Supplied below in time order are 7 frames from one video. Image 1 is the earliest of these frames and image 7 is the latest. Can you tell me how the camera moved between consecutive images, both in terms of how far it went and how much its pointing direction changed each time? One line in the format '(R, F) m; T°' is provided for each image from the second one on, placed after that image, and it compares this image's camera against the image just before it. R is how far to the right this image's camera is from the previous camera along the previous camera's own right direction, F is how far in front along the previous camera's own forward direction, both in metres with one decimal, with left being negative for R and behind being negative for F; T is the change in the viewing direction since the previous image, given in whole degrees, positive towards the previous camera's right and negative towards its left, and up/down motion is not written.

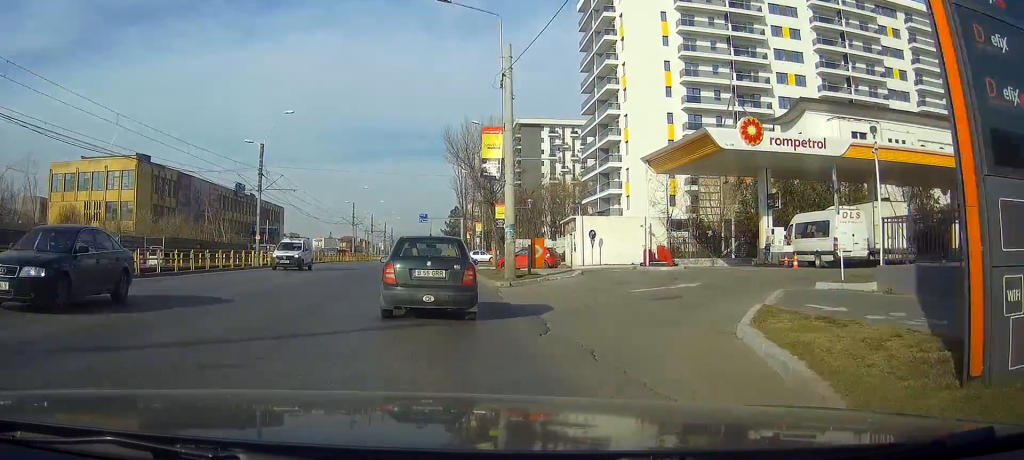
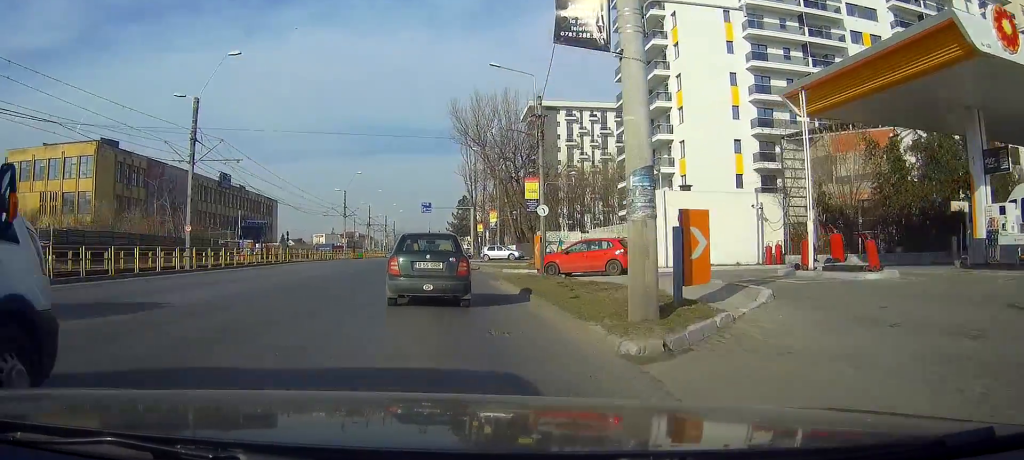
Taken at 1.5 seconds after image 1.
(+0.1, +16.0) m; -1°
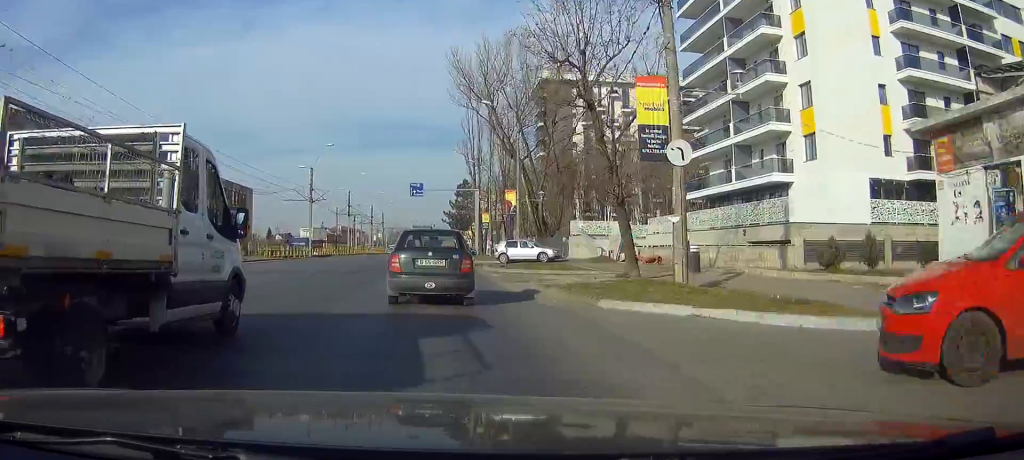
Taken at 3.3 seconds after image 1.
(0.0, +22.2) m; +1°
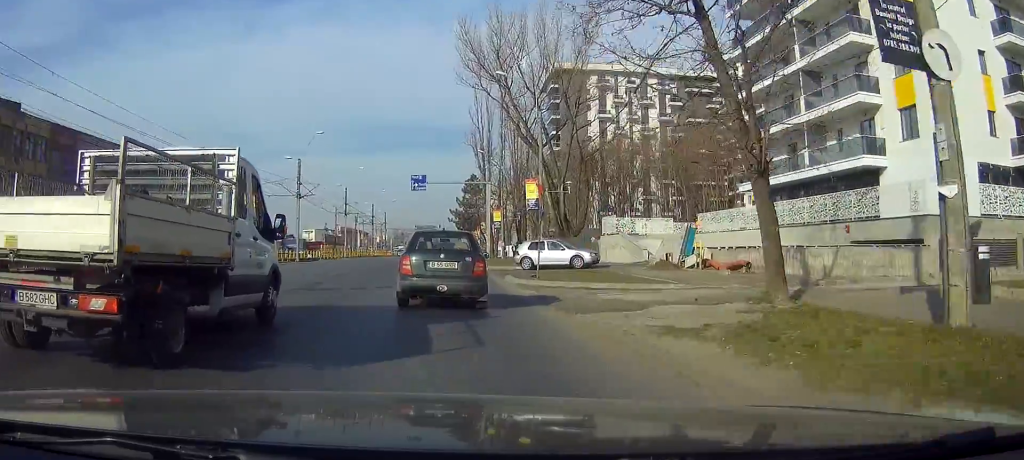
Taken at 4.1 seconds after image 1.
(+0.1, +9.4) m; +1°
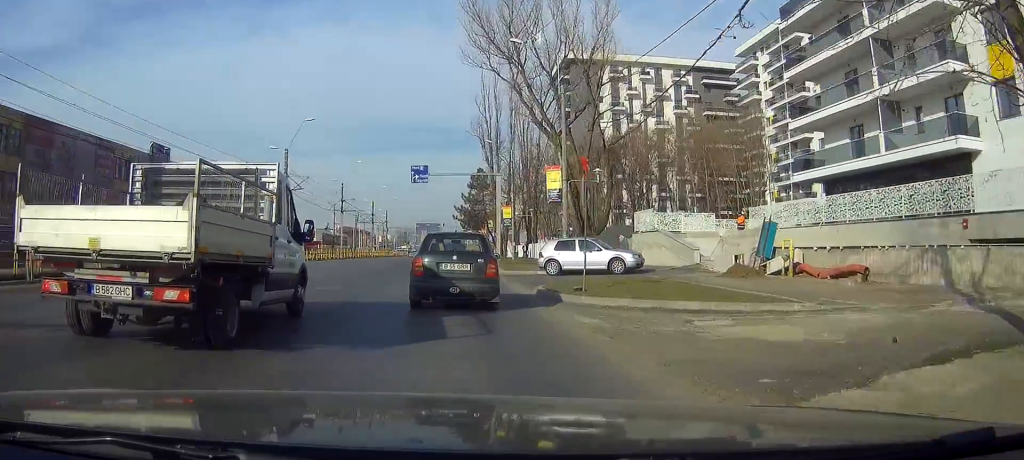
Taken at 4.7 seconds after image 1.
(0.0, +7.3) m; 0°
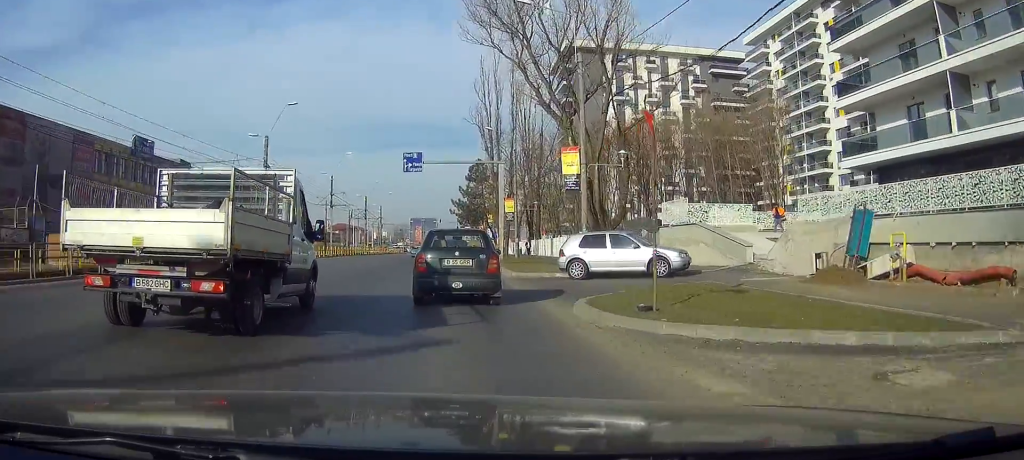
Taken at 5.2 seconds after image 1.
(+0.1, +5.9) m; +1°
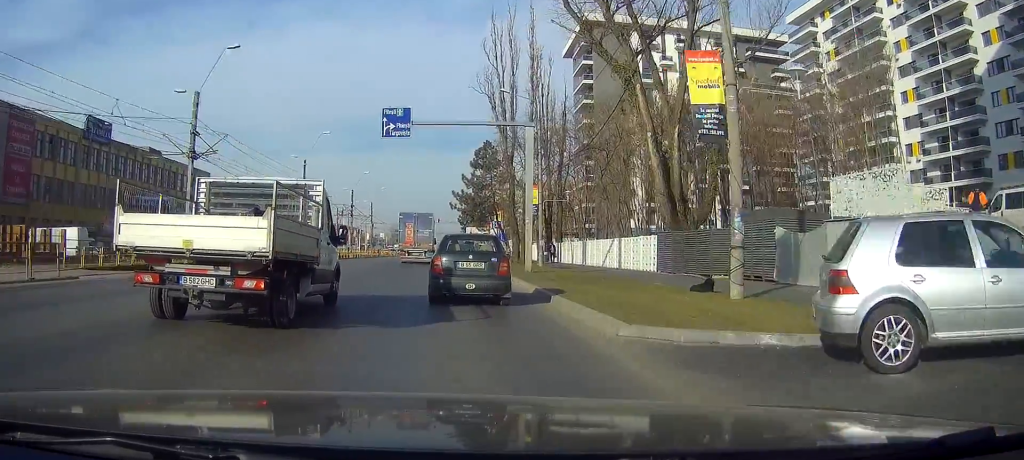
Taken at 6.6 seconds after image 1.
(+0.6, +16.5) m; 0°
